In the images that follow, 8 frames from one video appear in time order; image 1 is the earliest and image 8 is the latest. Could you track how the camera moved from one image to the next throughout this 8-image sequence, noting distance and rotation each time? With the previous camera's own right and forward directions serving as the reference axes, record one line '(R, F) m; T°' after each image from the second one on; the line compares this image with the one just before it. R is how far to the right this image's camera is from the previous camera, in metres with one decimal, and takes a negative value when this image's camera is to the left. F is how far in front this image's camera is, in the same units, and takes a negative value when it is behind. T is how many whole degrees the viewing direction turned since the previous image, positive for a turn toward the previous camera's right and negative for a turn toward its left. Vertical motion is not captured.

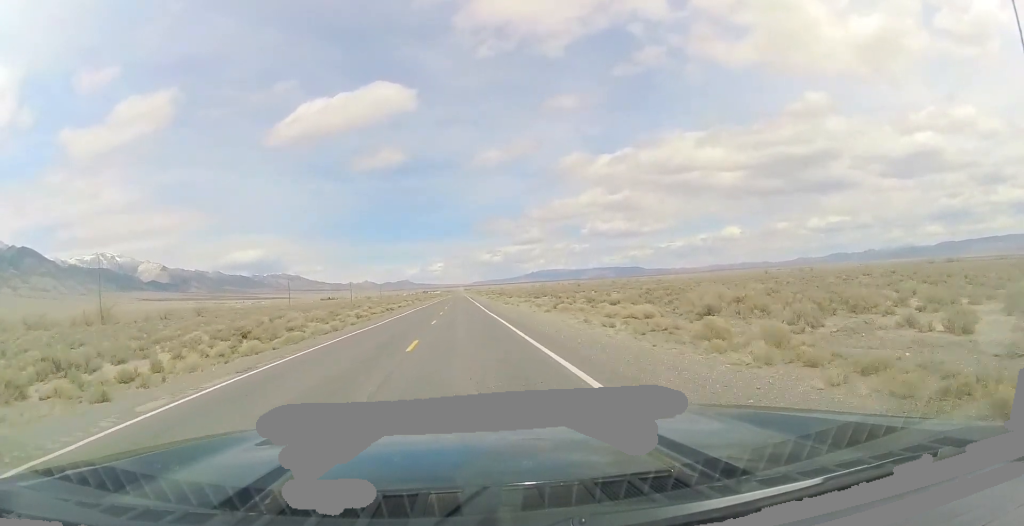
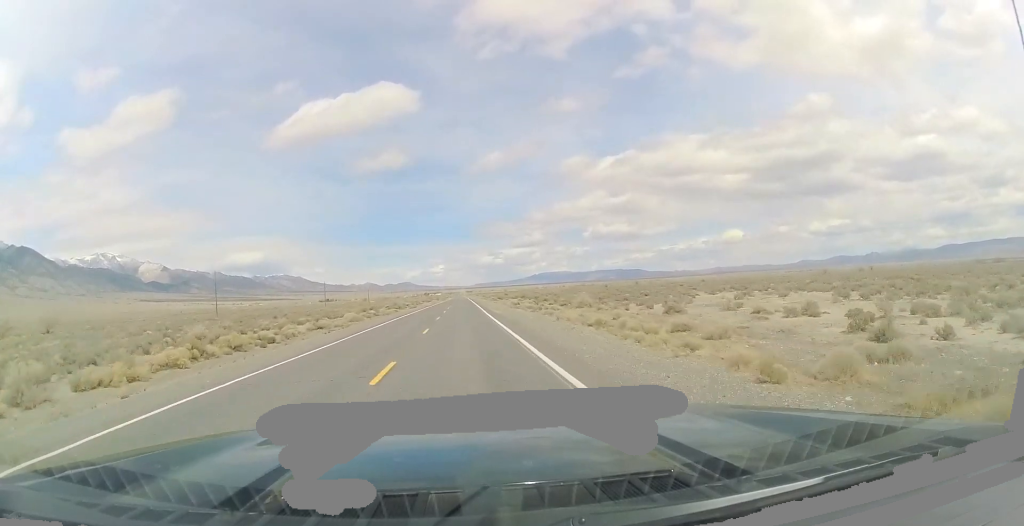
(+0.6, +59.8) m; +1°
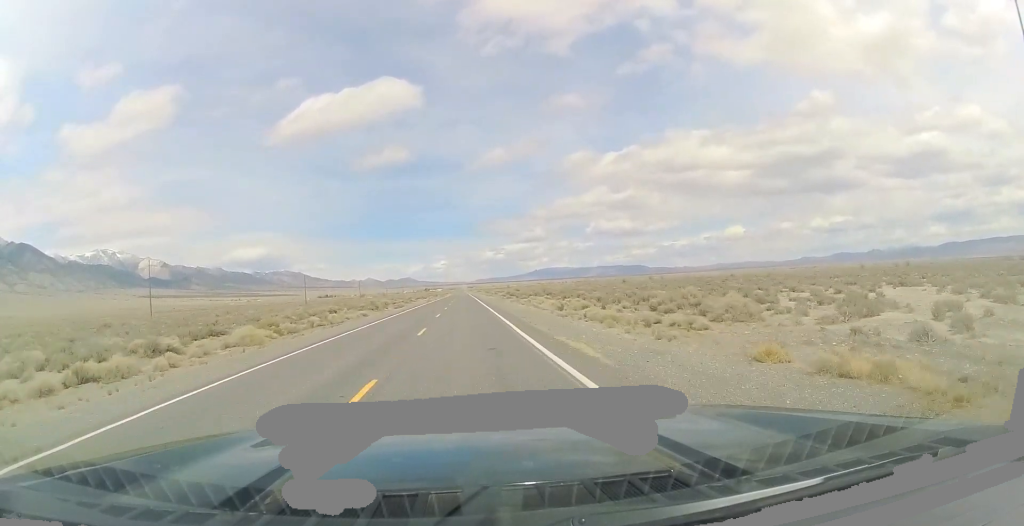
(-0.3, +31.0) m; -1°
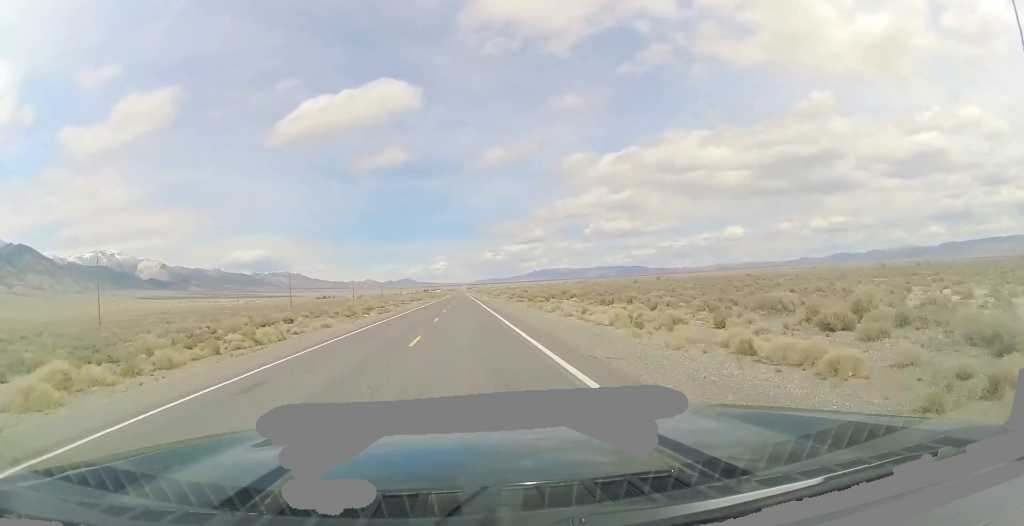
(-0.1, +17.1) m; 0°
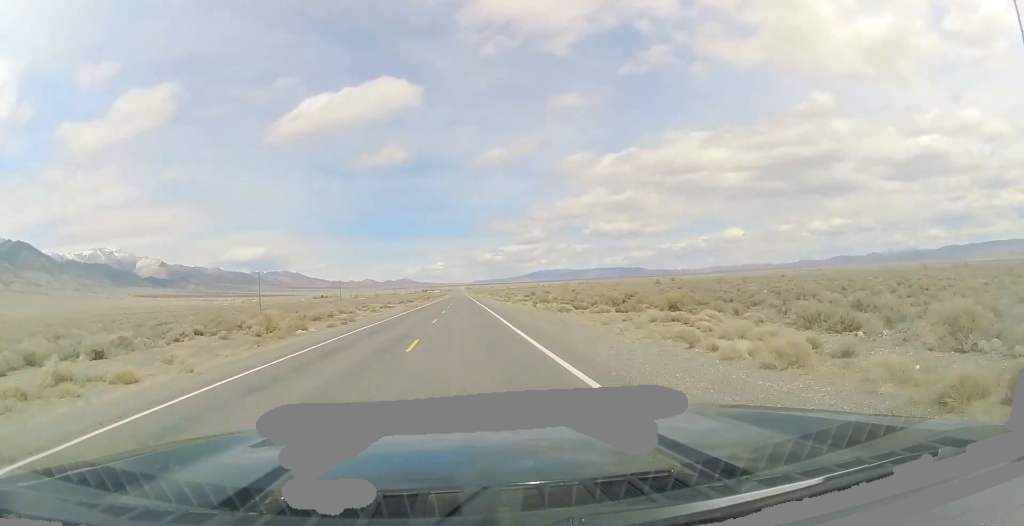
(-0.1, +28.9) m; 0°
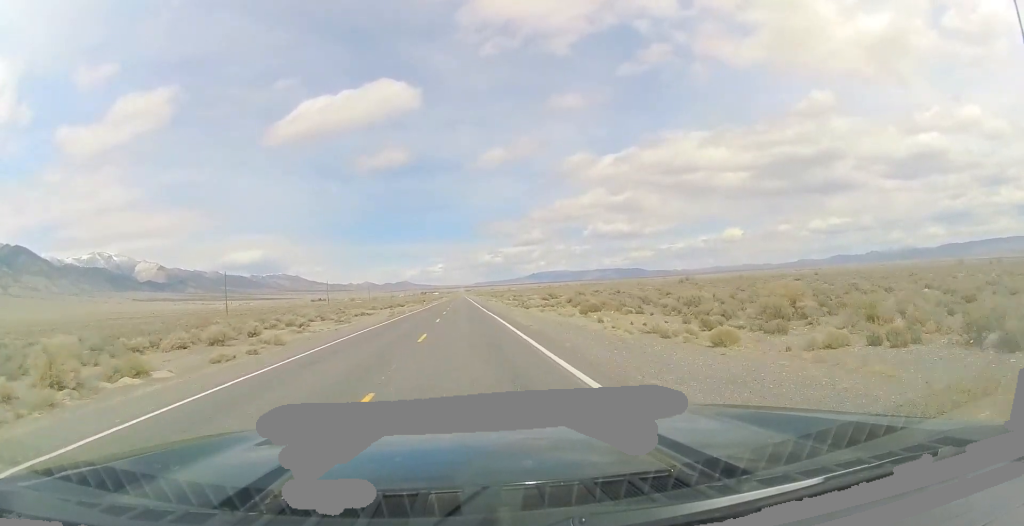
(+0.1, +23.6) m; +1°
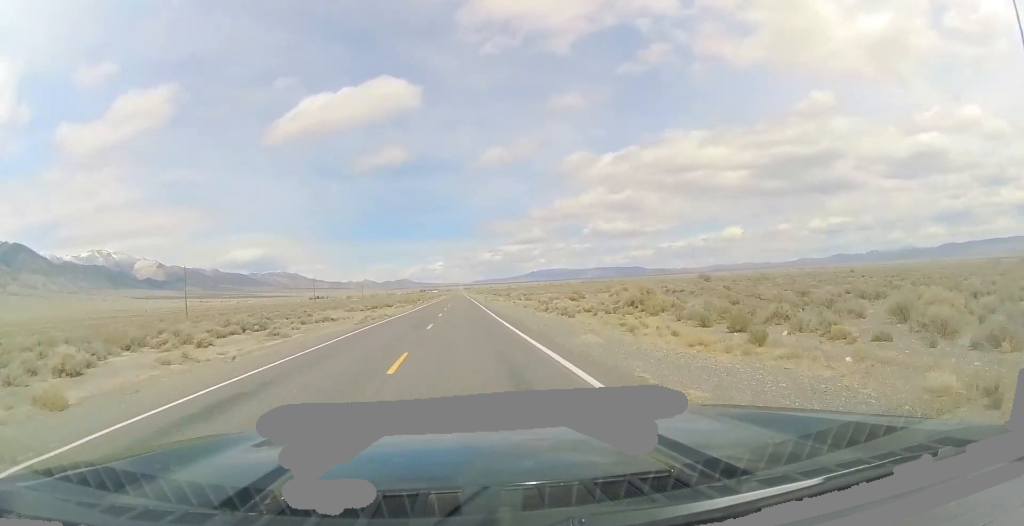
(+0.1, +21.5) m; +1°
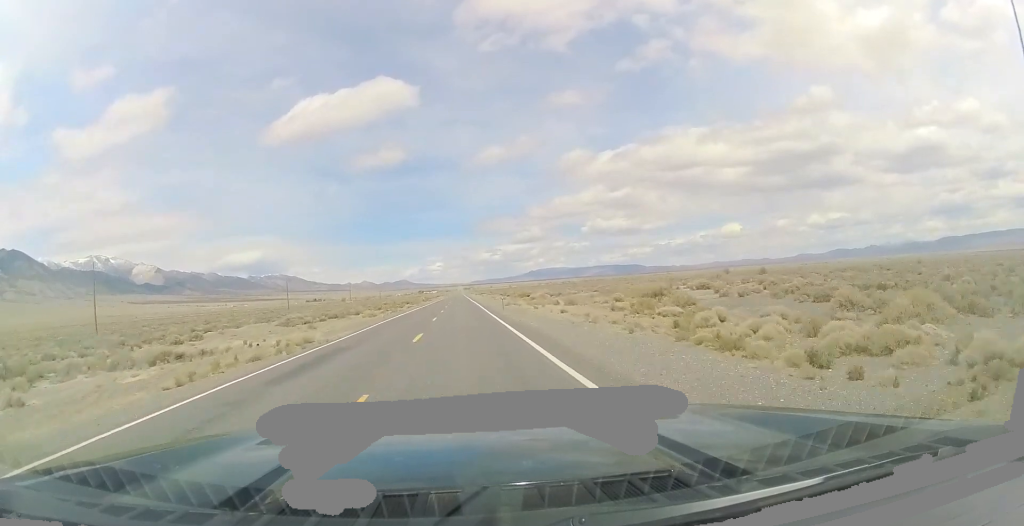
(+0.3, +33.5) m; -1°
